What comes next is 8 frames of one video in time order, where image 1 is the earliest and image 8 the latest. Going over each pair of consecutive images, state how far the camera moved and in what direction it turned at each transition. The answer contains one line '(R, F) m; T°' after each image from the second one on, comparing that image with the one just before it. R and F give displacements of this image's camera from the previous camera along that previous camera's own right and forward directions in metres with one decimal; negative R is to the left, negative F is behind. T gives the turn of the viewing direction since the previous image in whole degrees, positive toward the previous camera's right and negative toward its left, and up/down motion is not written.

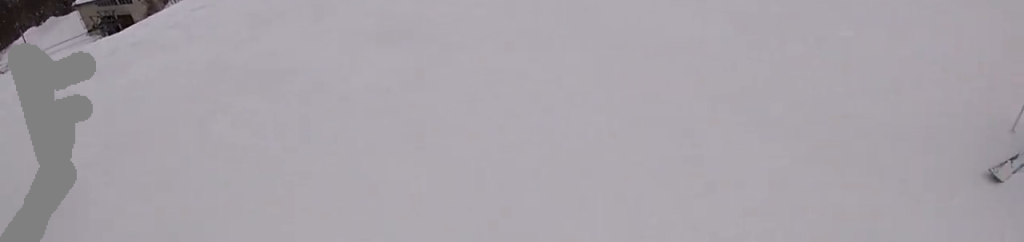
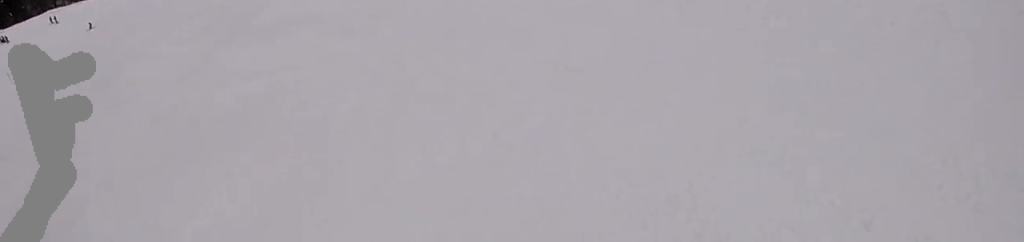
(+0.2, +2.9) m; +3°
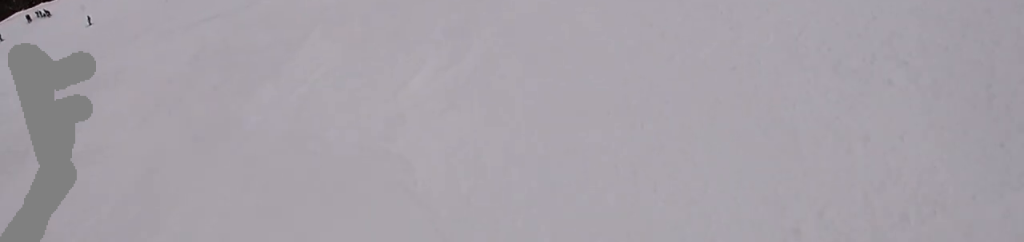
(+0.5, +11.3) m; -12°
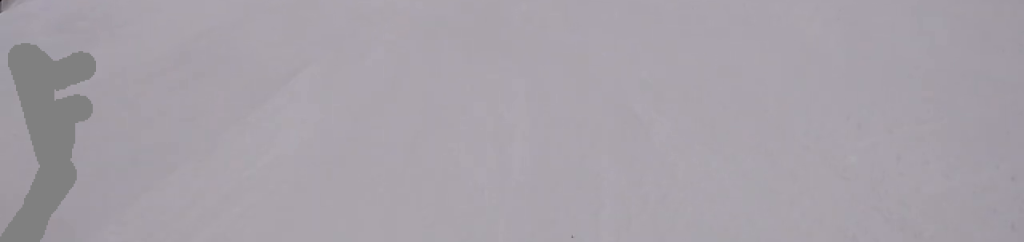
(-0.6, +4.2) m; -9°
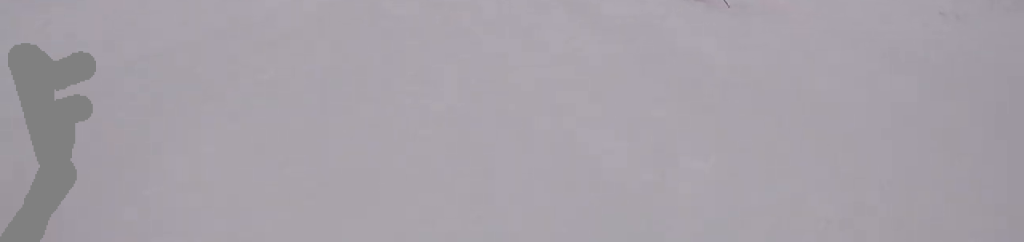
(-0.7, +6.6) m; -10°
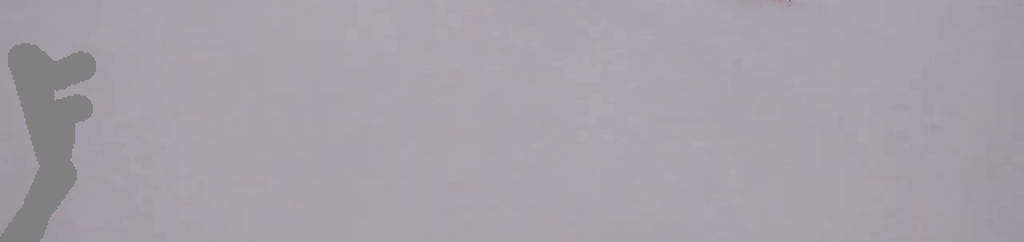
(-0.7, +5.9) m; 0°
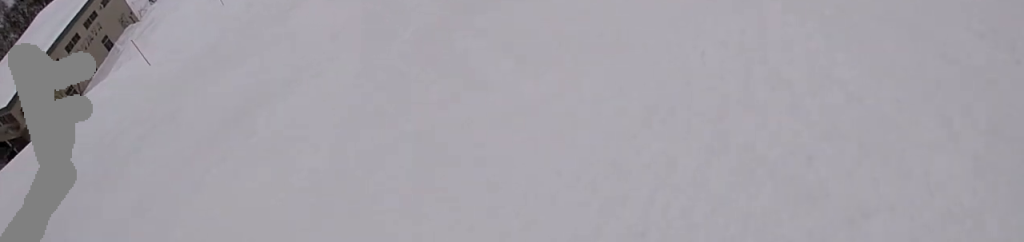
(+1.7, +16.3) m; +7°
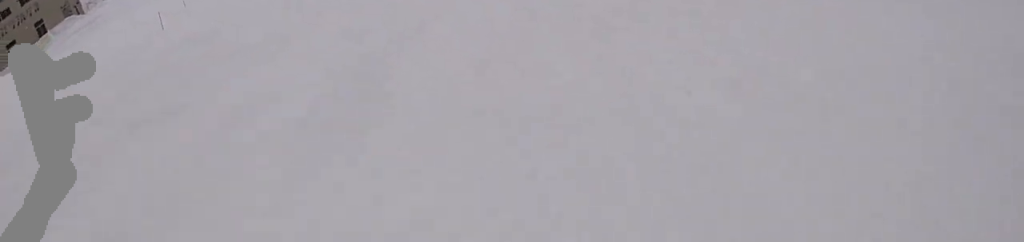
(+0.4, +9.0) m; -6°
